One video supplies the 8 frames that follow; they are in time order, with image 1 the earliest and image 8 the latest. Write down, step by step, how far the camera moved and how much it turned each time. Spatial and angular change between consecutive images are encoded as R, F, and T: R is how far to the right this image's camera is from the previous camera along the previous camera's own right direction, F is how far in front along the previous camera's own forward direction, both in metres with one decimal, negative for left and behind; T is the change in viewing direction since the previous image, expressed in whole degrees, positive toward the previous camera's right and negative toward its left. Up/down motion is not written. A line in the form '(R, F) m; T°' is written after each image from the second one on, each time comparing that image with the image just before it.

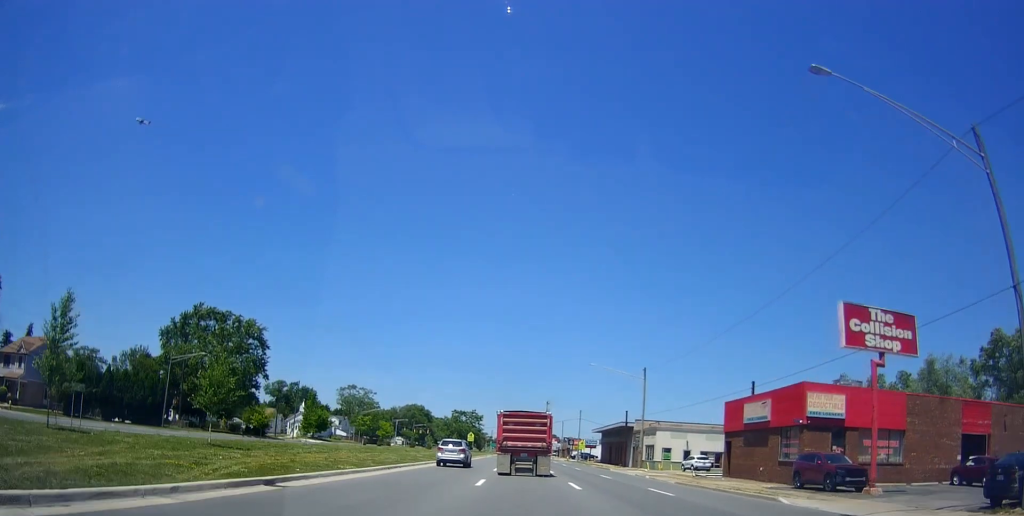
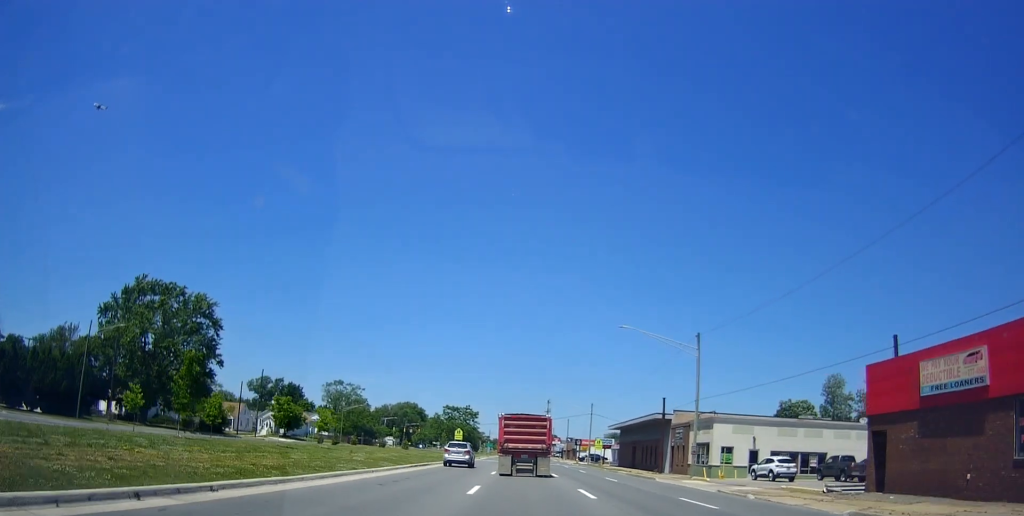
(+0.6, +18.7) m; +1°
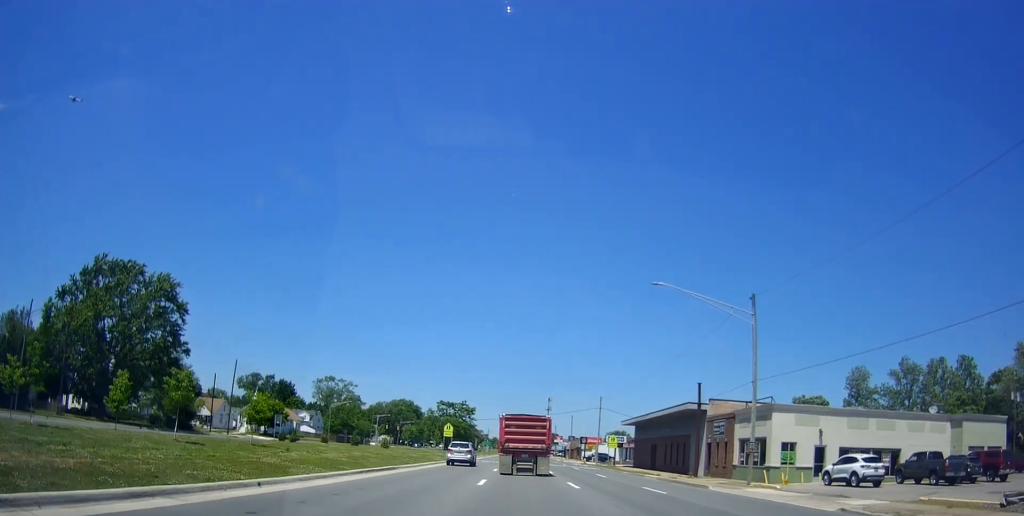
(-0.1, +10.8) m; 0°
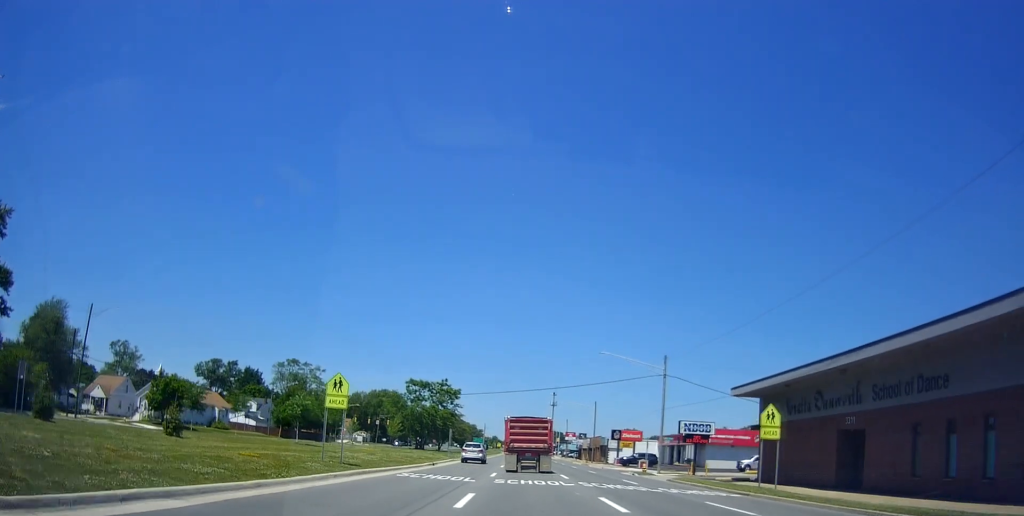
(-0.6, +39.3) m; -1°
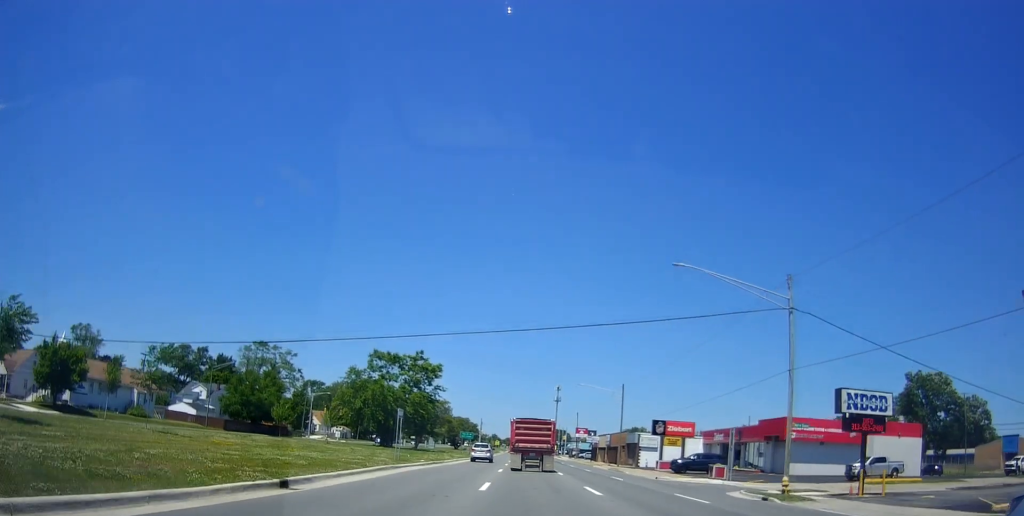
(+0.5, +25.3) m; +2°
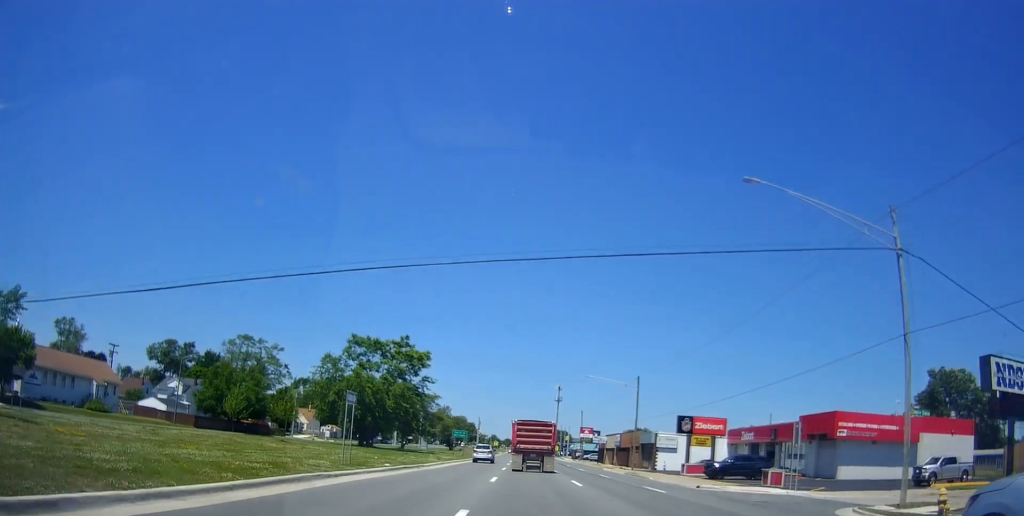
(-0.1, +9.7) m; 0°
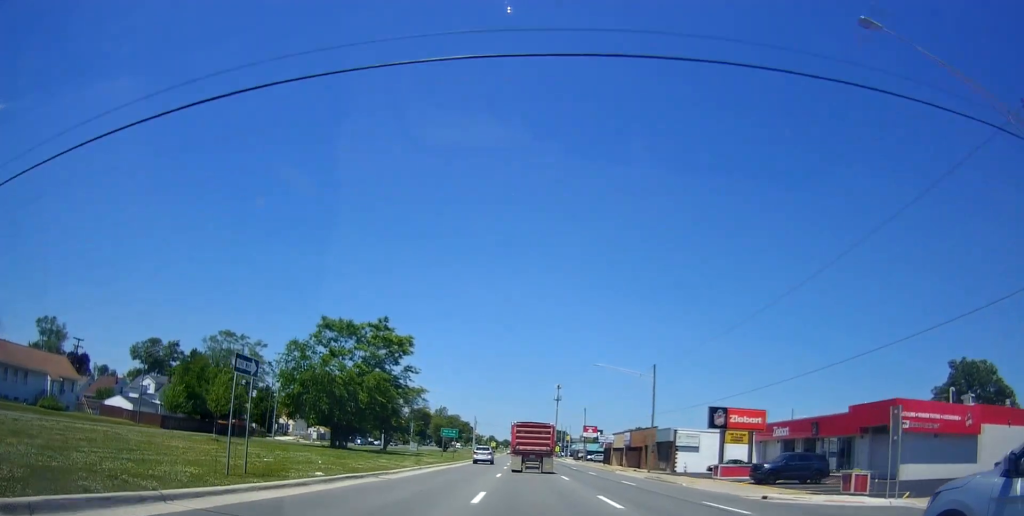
(-0.1, +9.0) m; 0°
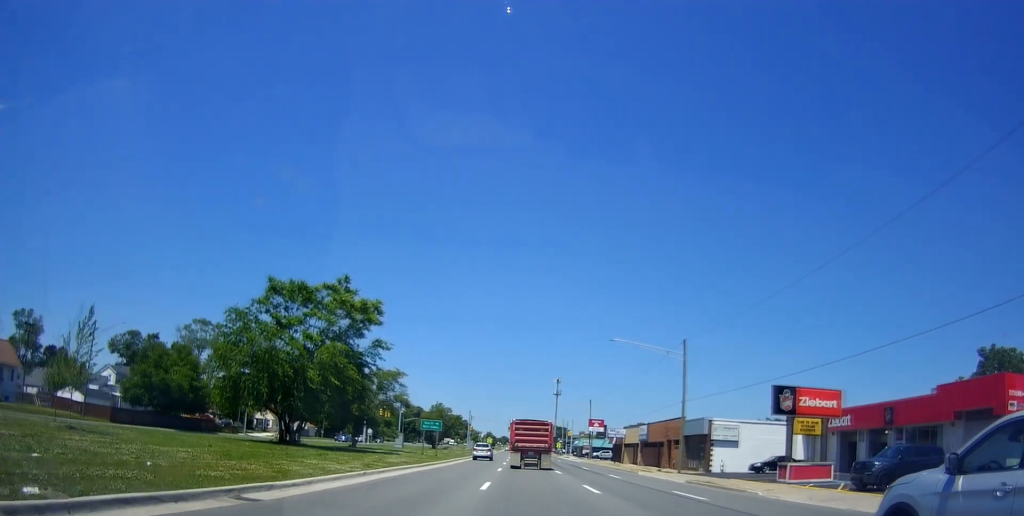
(0.0, +11.4) m; 0°
